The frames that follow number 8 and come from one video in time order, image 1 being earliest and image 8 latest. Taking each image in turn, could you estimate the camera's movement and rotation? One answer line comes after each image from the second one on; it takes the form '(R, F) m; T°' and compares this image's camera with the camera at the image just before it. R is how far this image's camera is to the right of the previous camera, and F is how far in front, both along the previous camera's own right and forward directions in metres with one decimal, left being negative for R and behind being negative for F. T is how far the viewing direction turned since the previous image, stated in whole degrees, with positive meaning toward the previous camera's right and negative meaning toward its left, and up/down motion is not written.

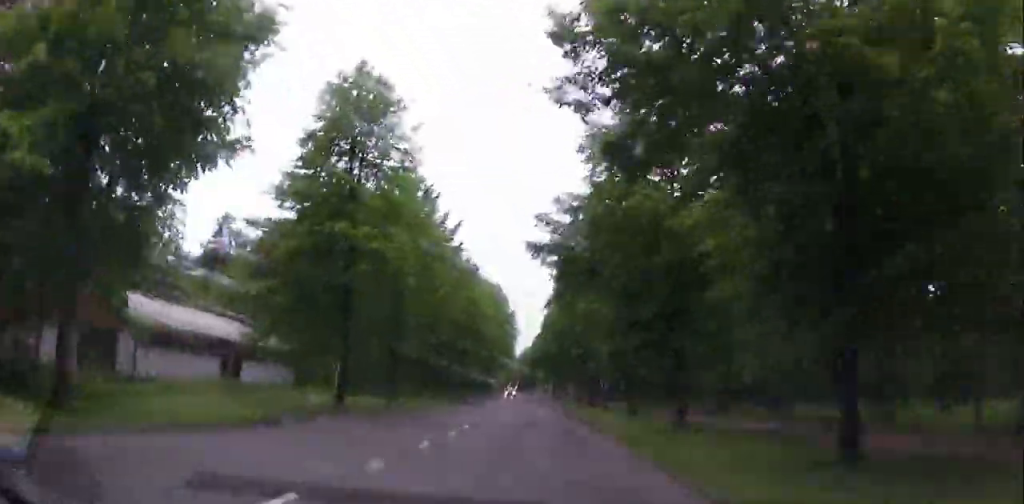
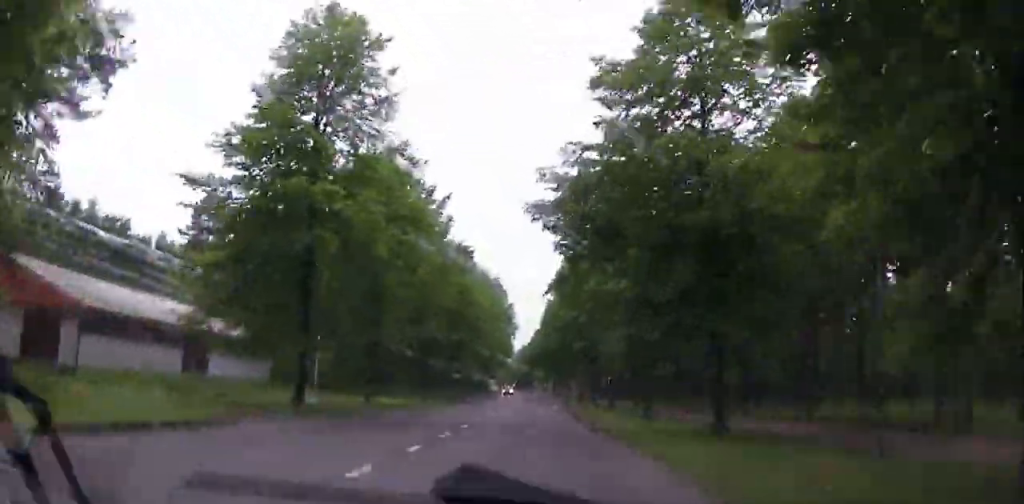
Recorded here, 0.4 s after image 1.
(0.0, +5.1) m; 0°
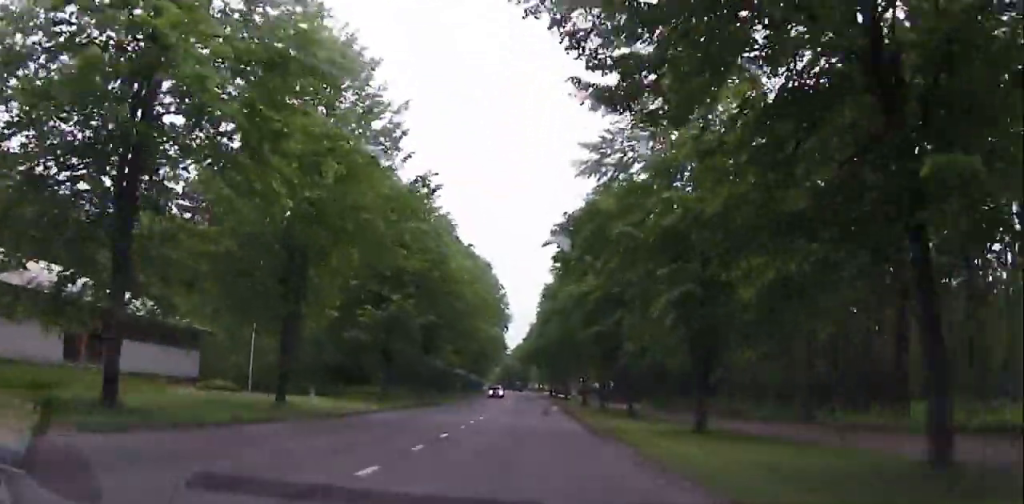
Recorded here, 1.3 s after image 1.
(0.0, +11.1) m; 0°
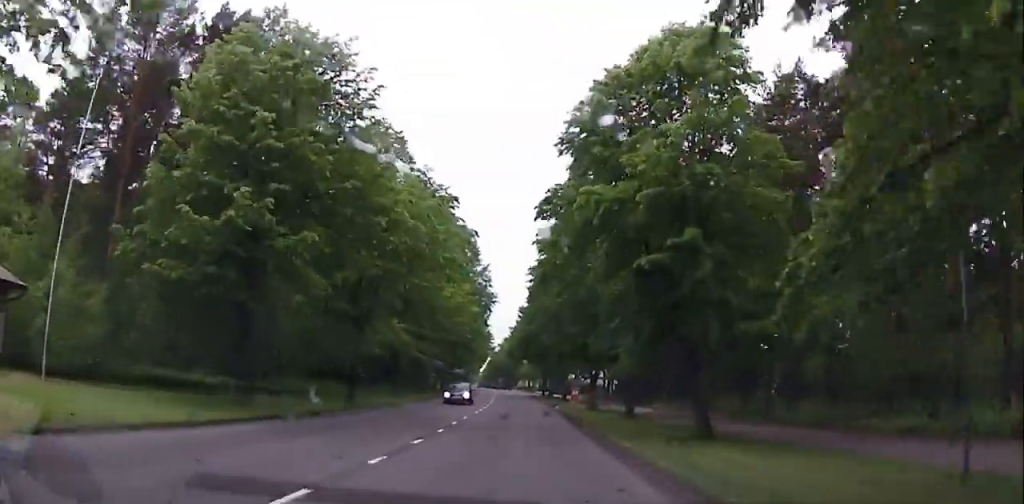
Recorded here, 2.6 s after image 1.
(0.0, +17.4) m; 0°
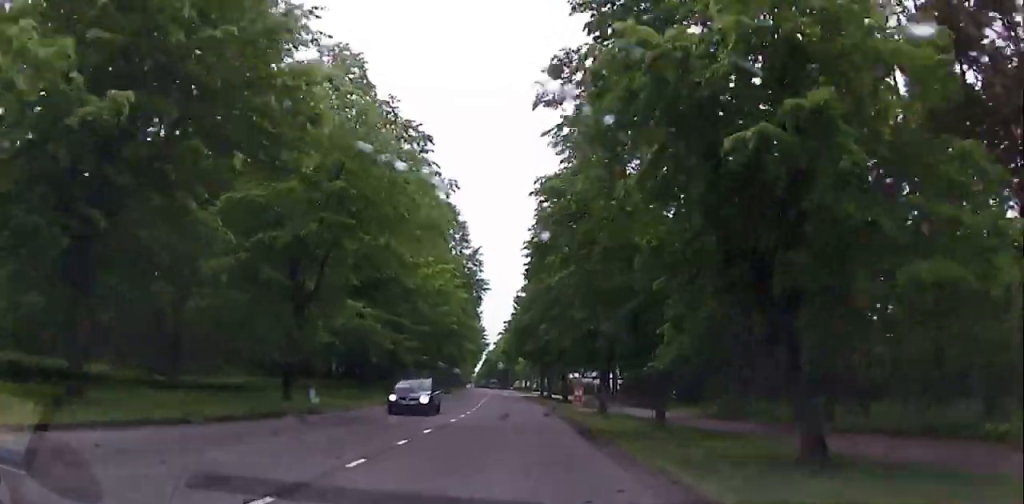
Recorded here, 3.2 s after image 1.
(0.0, +8.4) m; +1°
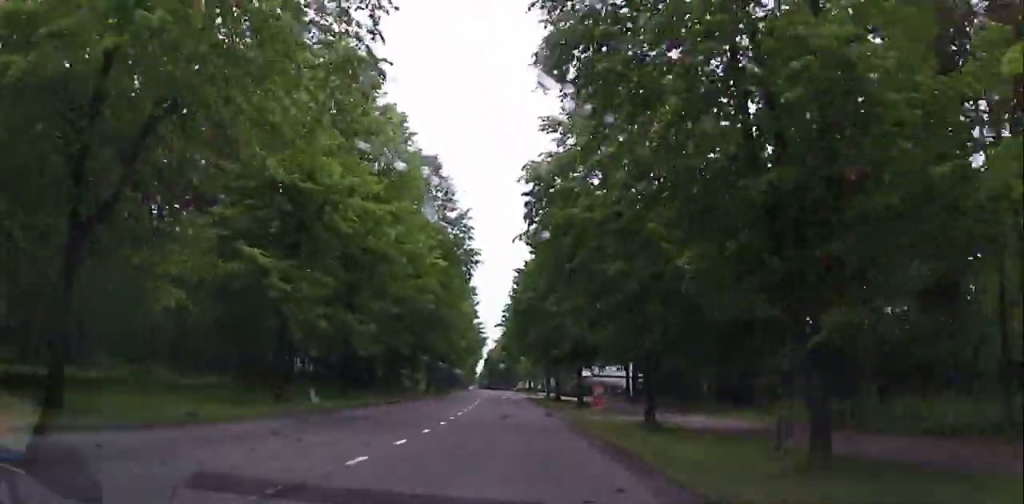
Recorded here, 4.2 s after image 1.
(+0.1, +13.2) m; +1°
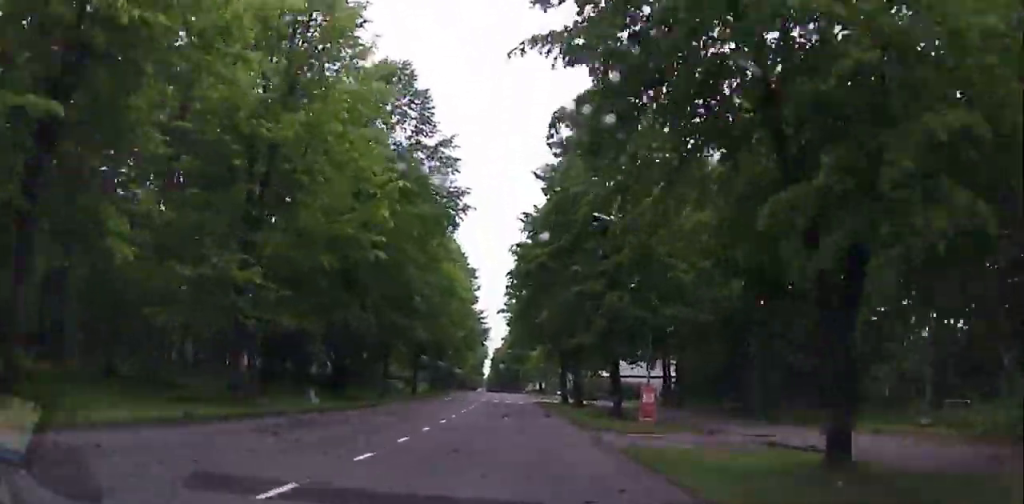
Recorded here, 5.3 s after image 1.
(0.0, +14.3) m; 0°
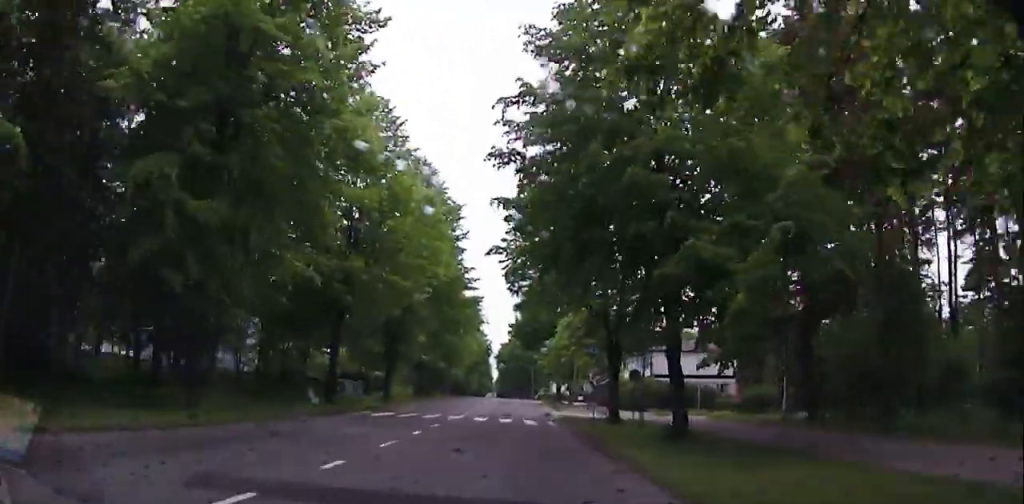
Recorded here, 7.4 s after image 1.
(-0.5, +26.5) m; -2°
